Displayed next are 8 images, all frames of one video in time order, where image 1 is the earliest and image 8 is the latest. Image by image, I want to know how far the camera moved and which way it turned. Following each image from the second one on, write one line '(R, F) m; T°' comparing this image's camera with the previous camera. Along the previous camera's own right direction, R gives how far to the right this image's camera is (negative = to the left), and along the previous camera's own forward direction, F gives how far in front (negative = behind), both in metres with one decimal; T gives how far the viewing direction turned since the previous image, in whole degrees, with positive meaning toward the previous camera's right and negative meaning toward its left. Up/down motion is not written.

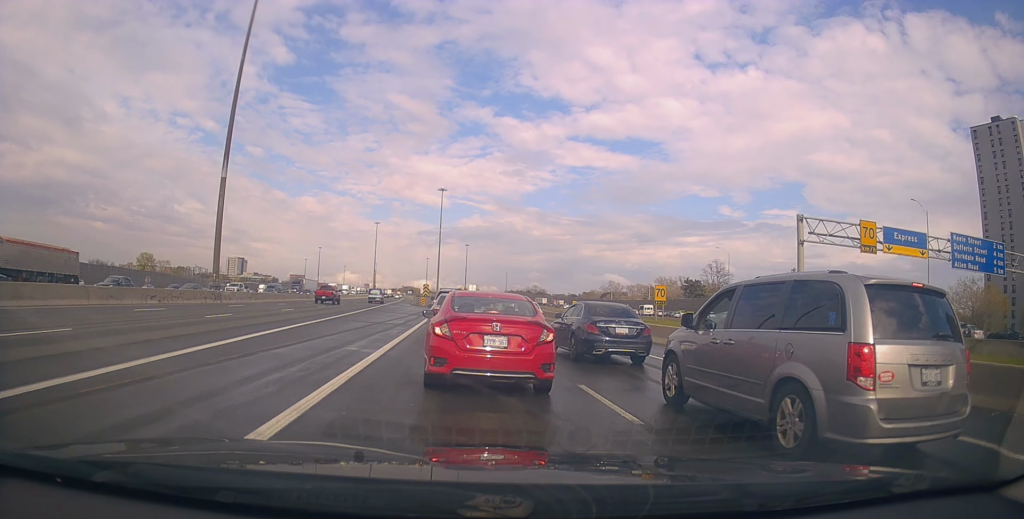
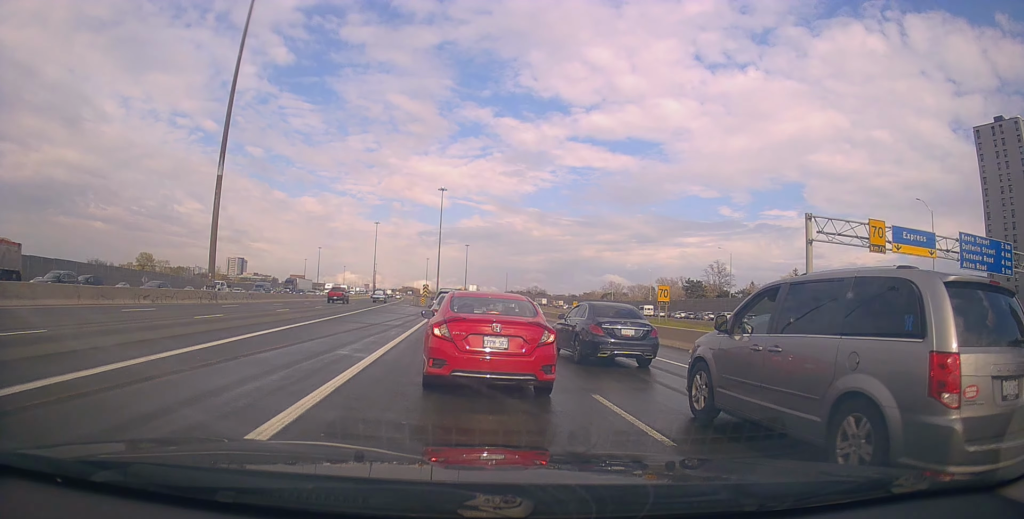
(0.0, +1.0) m; 0°
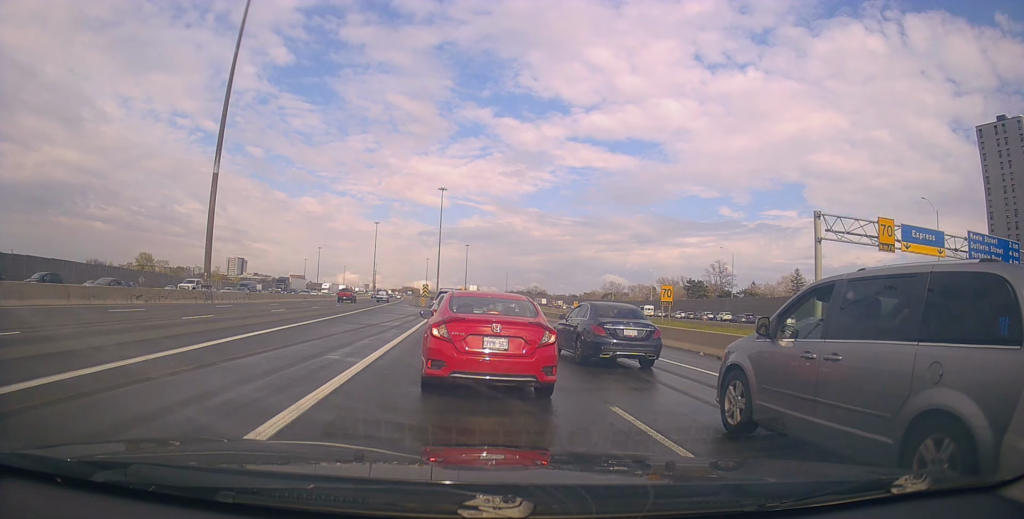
(0.0, +1.0) m; 0°
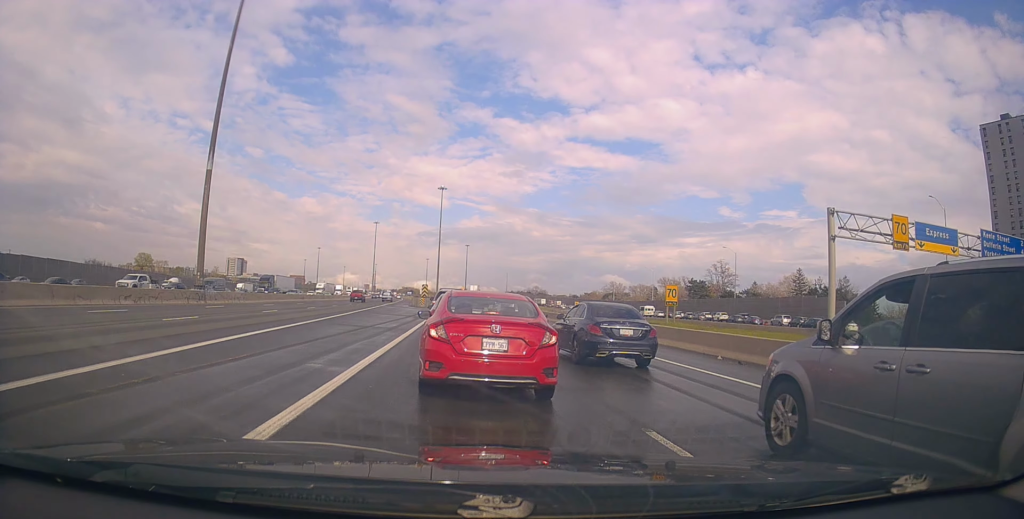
(0.0, +1.4) m; 0°
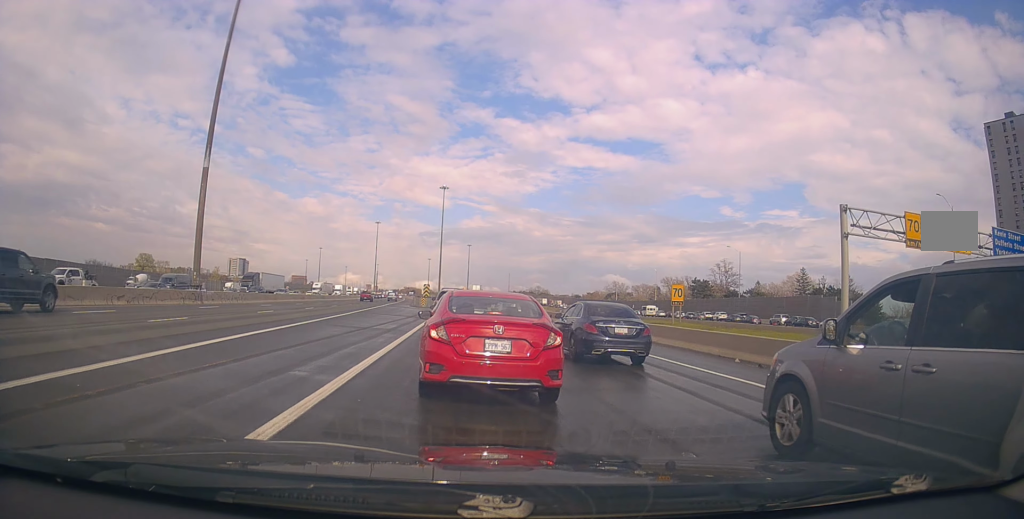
(0.0, +1.0) m; 0°
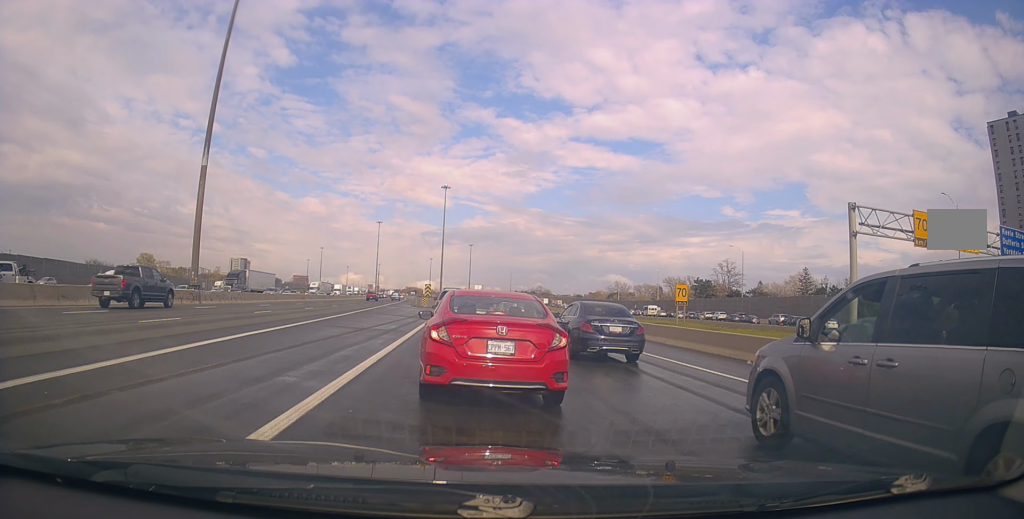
(-0.1, +0.7) m; 0°
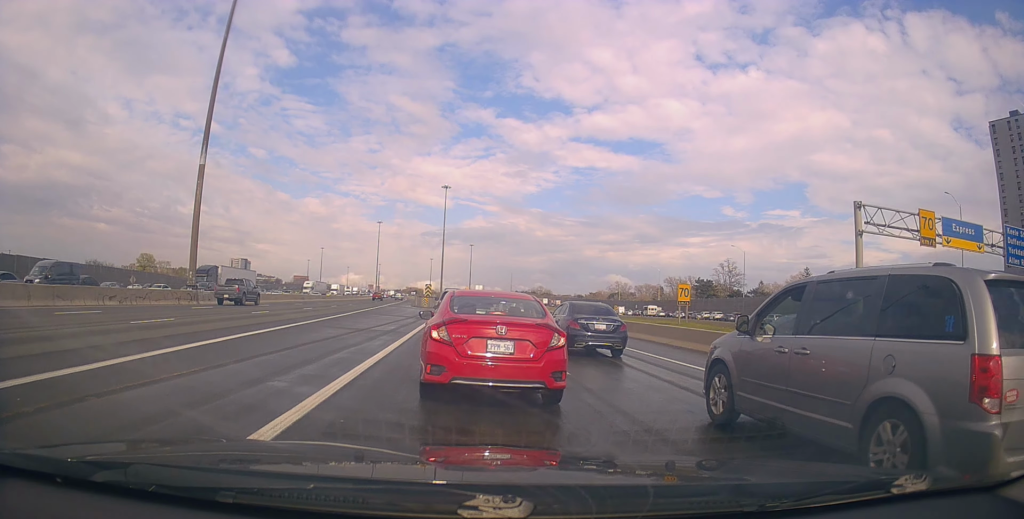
(-0.2, +0.8) m; 0°
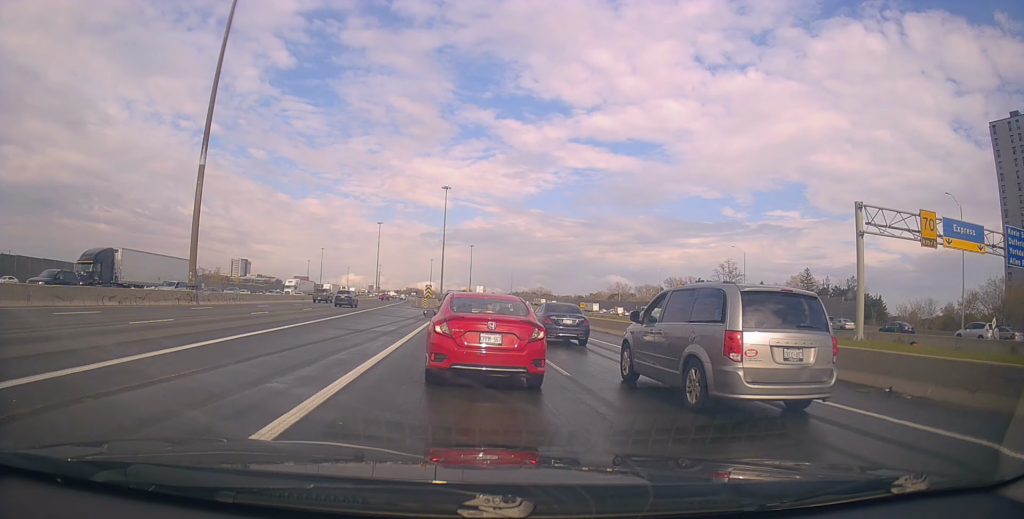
(-0.3, +0.5) m; 0°
